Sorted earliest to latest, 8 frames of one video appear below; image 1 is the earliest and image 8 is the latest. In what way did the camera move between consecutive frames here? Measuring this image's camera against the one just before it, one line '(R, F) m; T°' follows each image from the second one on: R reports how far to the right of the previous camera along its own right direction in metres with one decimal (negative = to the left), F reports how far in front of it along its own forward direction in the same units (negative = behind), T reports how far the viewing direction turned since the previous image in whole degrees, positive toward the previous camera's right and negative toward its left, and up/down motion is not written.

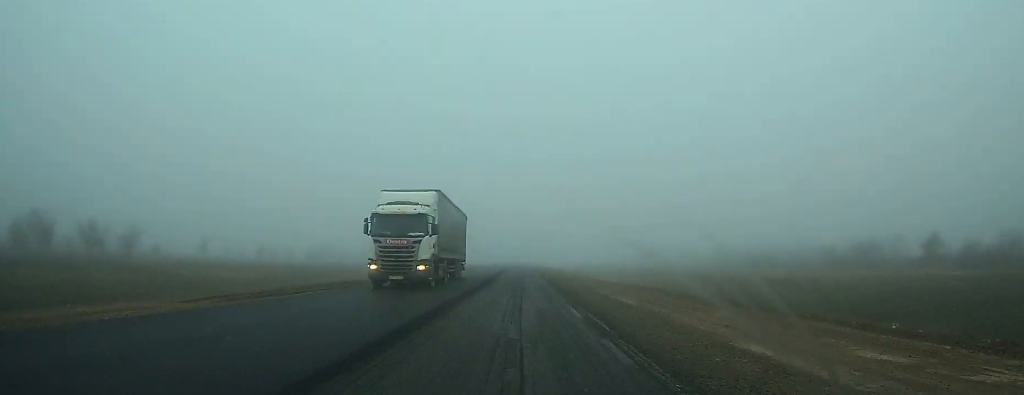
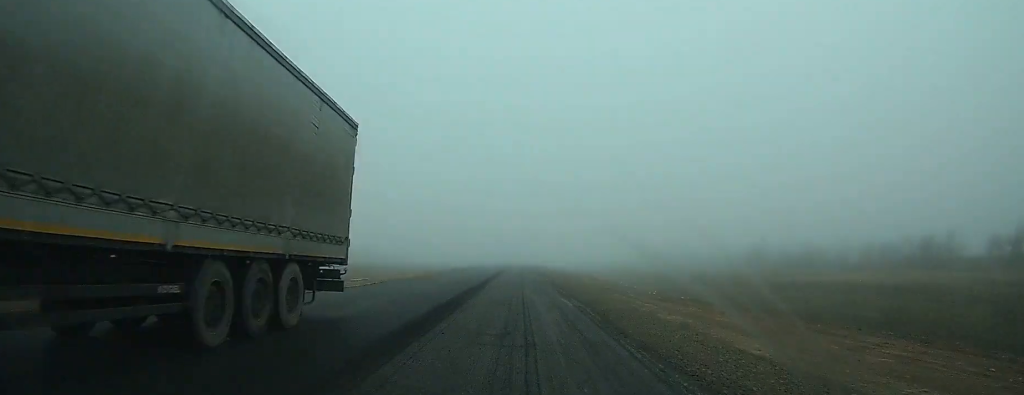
(0.0, +17.8) m; 0°
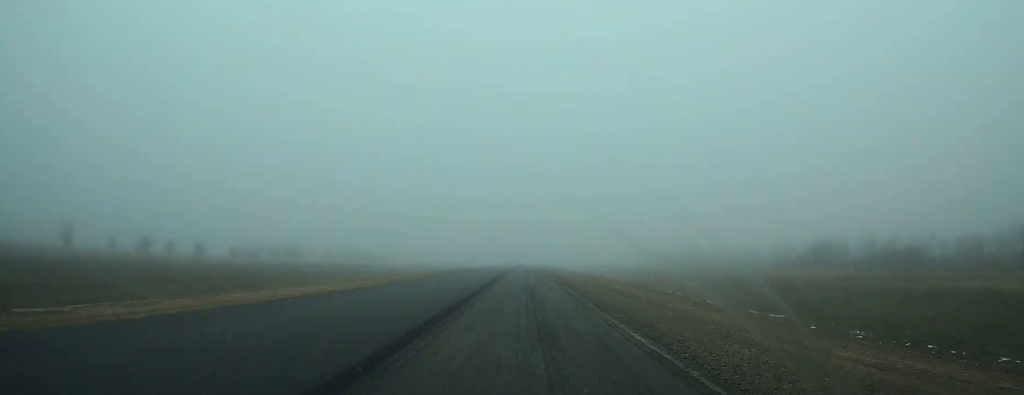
(+0.1, +29.2) m; 0°
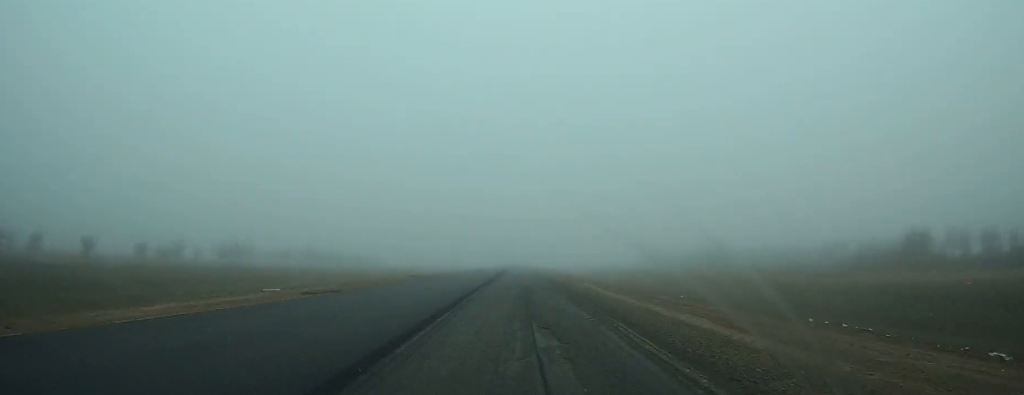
(0.0, +28.9) m; 0°
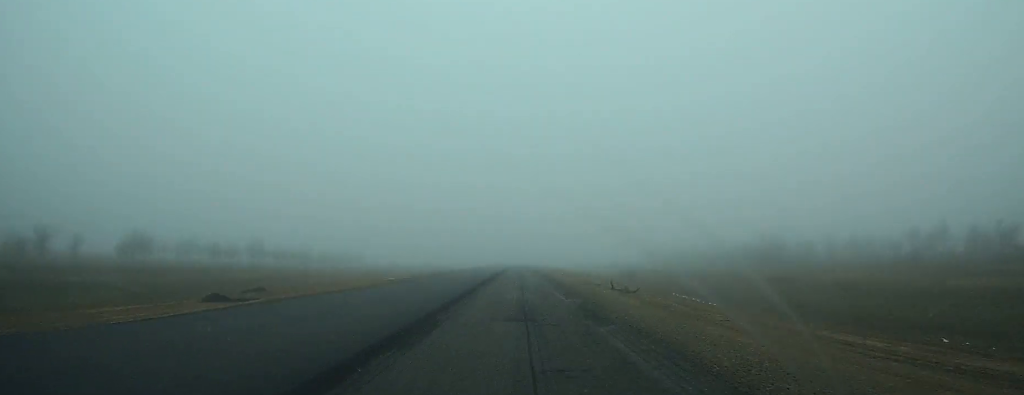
(0.0, +31.1) m; 0°
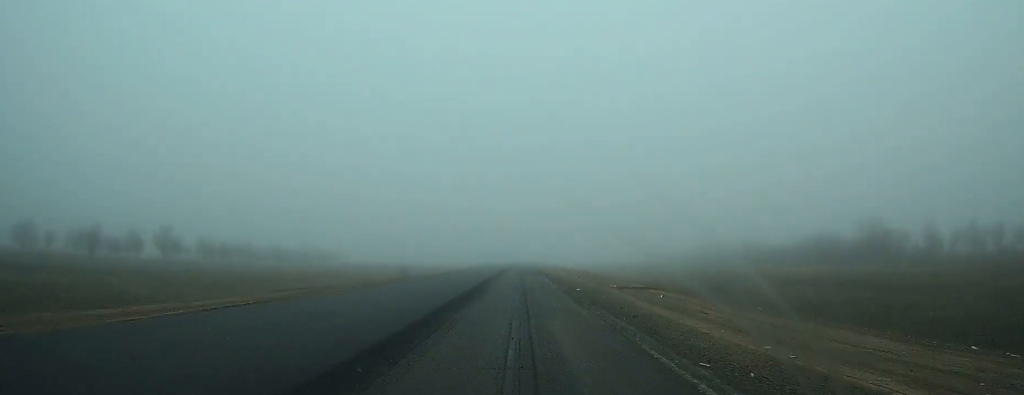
(-0.1, +34.7) m; 0°
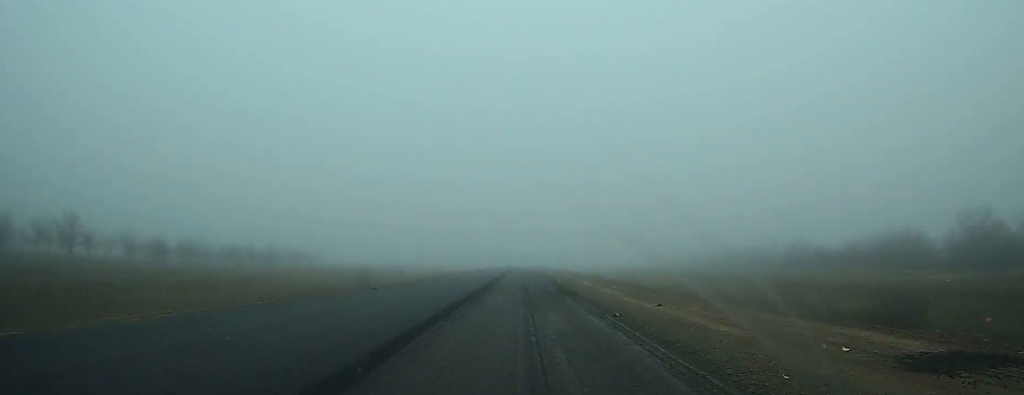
(0.0, +22.3) m; 0°
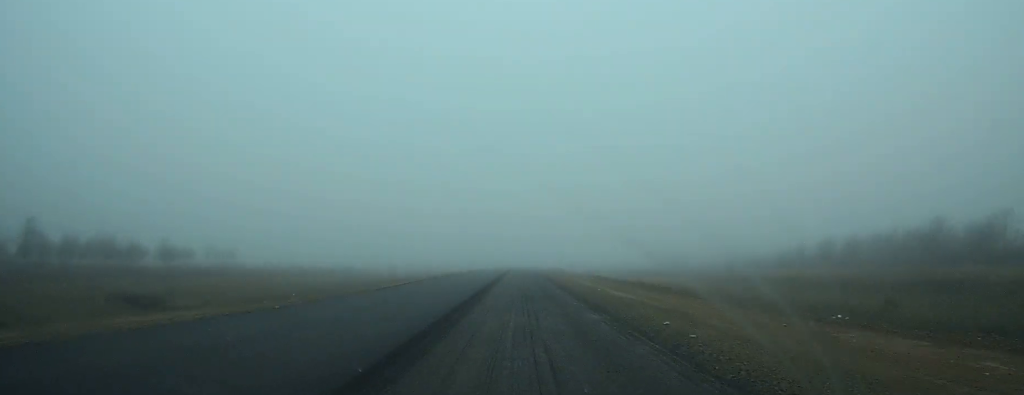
(+0.2, +71.5) m; 0°
